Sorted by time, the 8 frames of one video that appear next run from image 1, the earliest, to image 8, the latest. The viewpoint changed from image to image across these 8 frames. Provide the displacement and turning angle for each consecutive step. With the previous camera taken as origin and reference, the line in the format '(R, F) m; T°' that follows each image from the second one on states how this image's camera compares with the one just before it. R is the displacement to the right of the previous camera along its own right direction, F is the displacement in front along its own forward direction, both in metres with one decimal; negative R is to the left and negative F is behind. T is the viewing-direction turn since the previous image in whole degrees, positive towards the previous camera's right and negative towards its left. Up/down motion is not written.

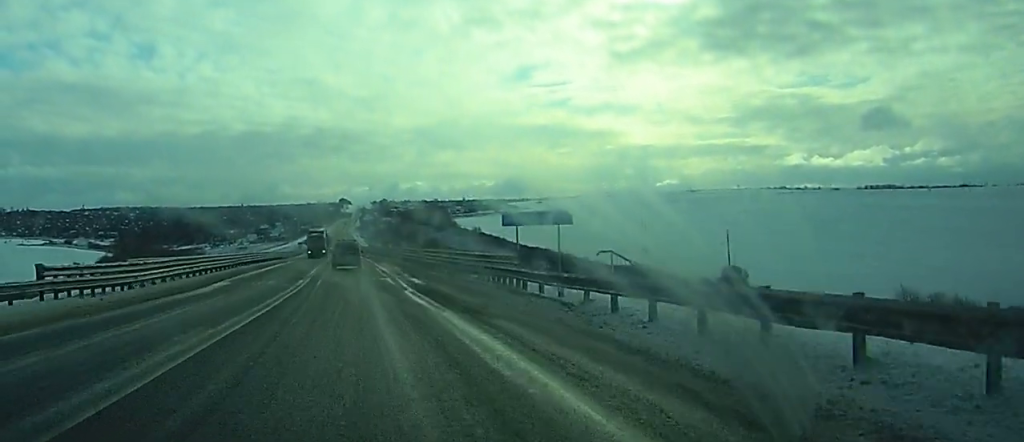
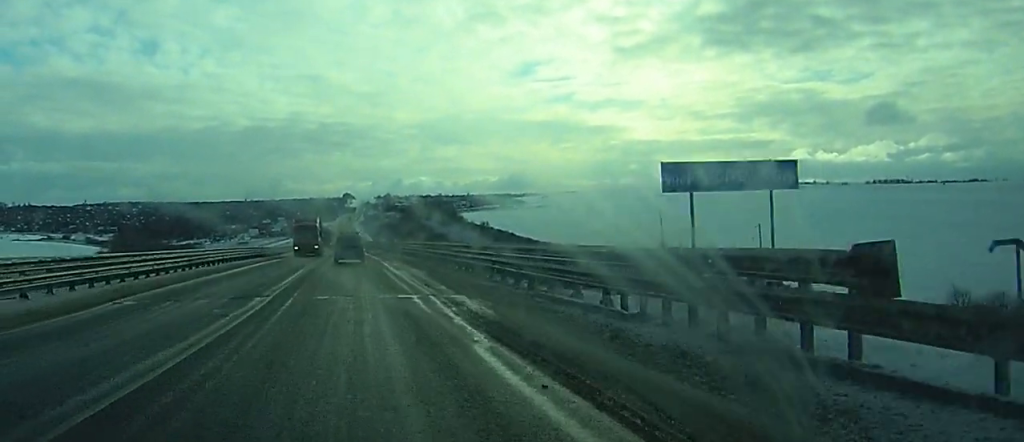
(-0.3, +16.2) m; -1°
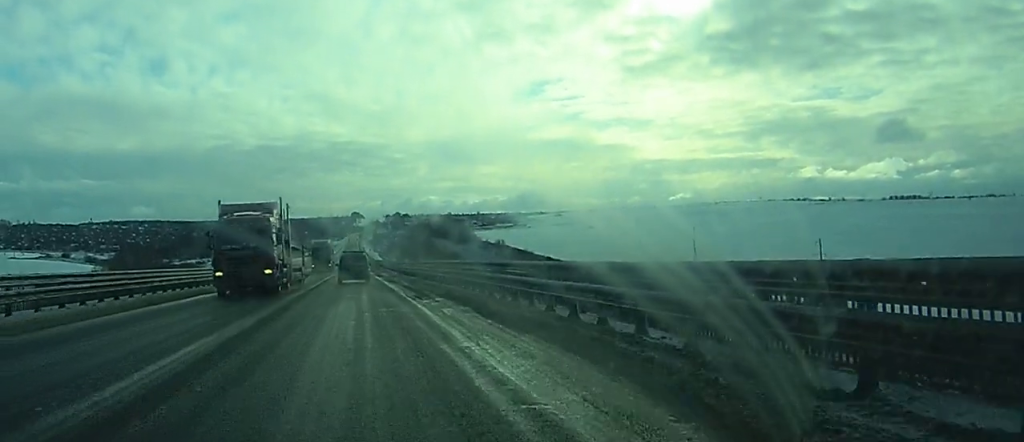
(-0.3, +24.4) m; -1°
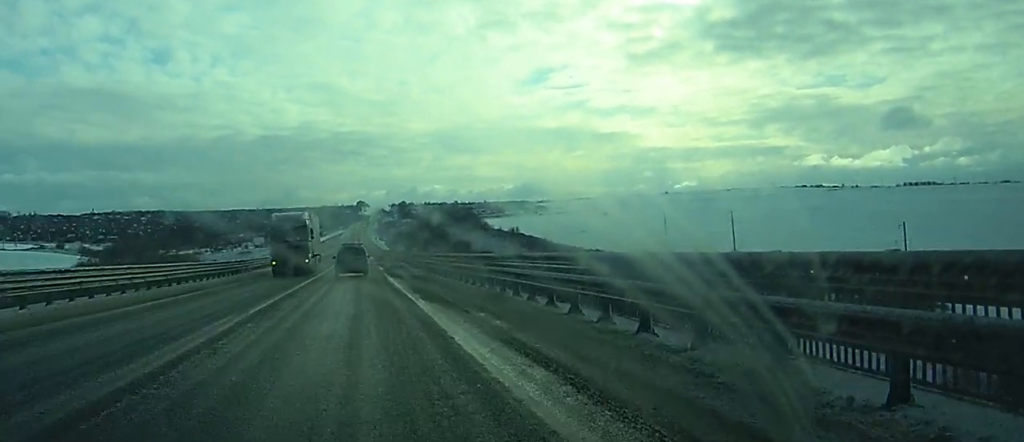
(-0.2, +28.5) m; 0°
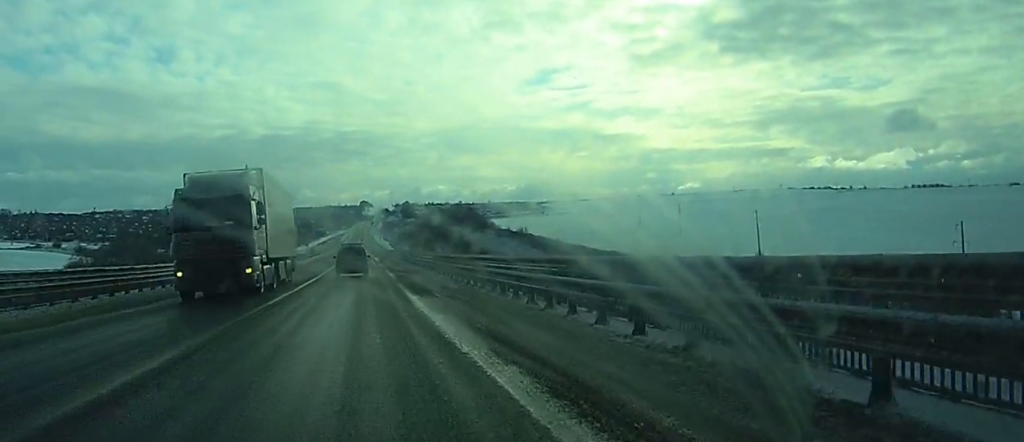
(0.0, +15.5) m; 0°
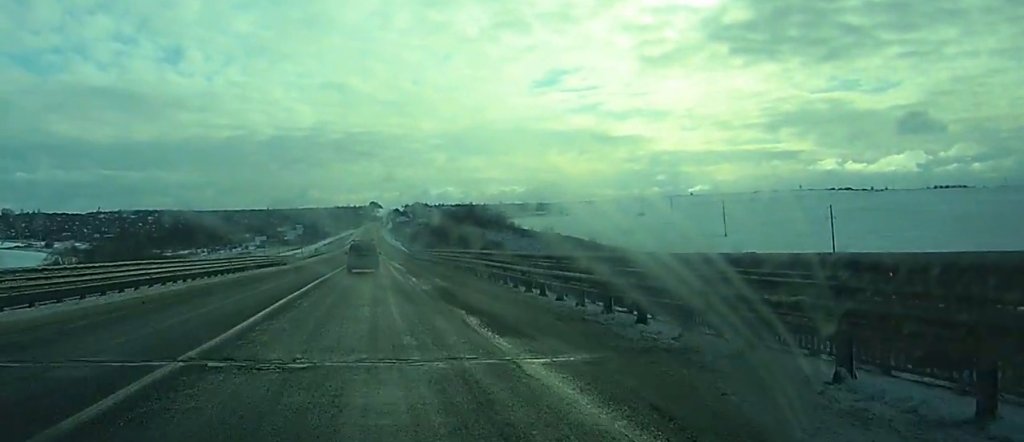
(-0.2, +38.3) m; 0°
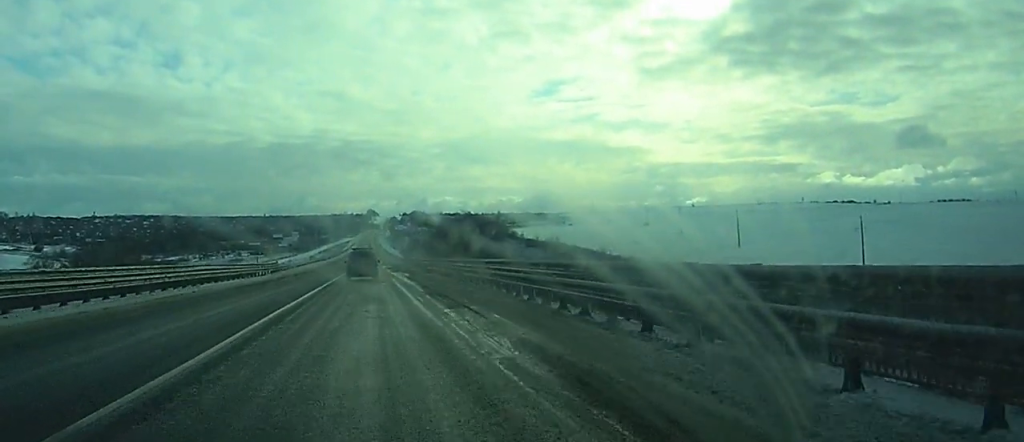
(0.0, +15.5) m; 0°
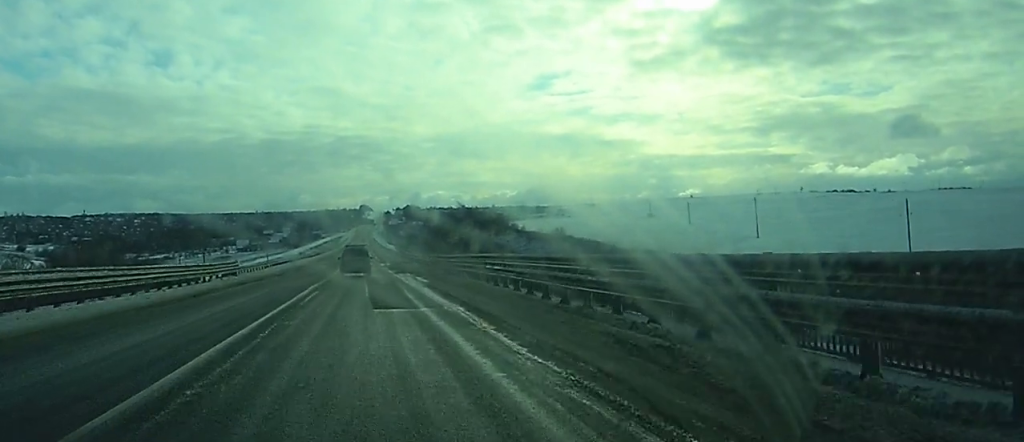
(0.0, +21.6) m; 0°
